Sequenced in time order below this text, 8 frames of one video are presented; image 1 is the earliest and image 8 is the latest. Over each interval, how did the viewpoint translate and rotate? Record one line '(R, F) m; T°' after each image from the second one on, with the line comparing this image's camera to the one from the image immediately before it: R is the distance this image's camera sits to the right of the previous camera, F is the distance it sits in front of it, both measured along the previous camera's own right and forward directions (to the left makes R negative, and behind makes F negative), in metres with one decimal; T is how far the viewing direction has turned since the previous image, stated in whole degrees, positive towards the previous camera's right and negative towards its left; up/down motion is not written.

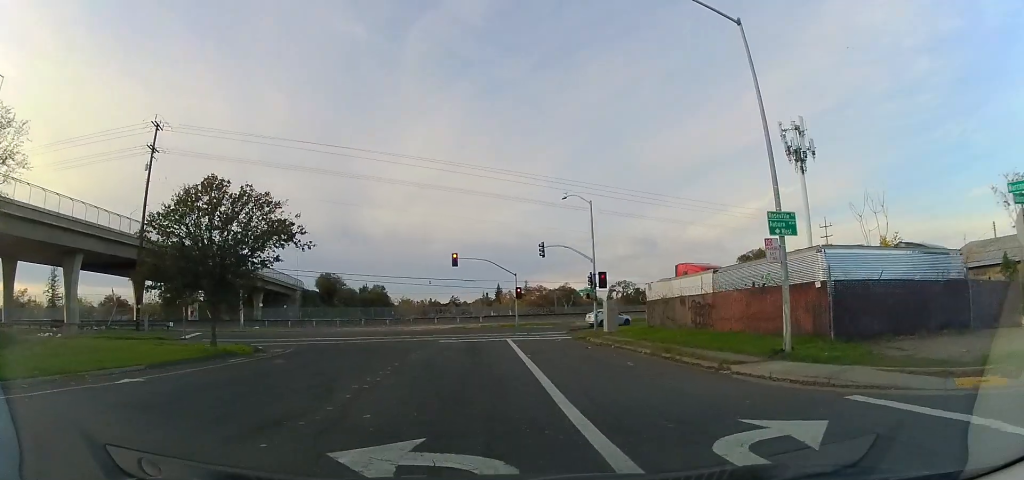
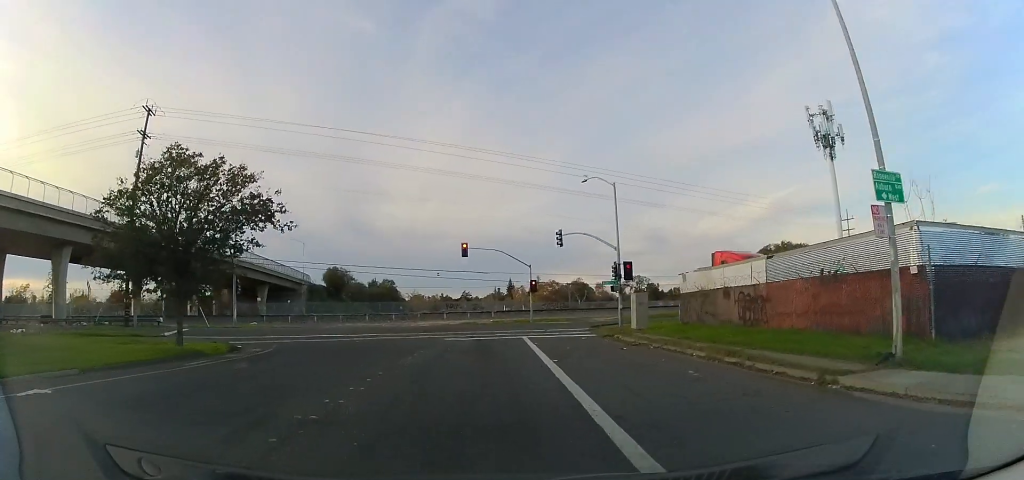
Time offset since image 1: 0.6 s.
(-0.1, +4.0) m; -1°
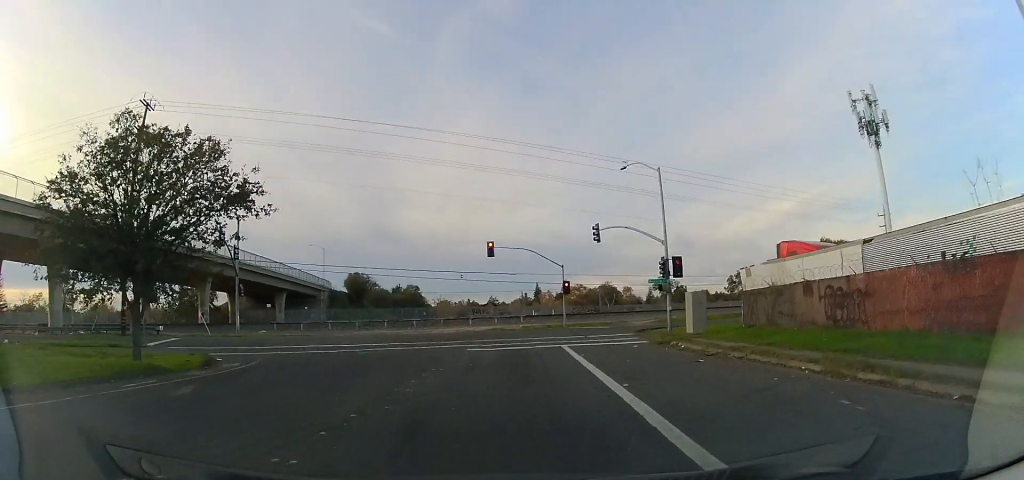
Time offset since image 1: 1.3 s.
(-0.1, +4.7) m; +1°
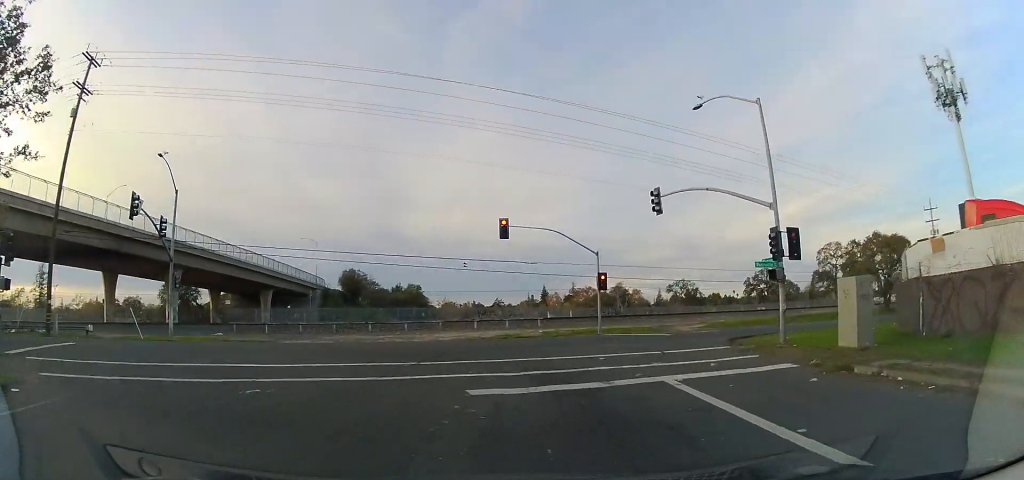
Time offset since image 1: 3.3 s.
(-0.1, +12.2) m; -3°
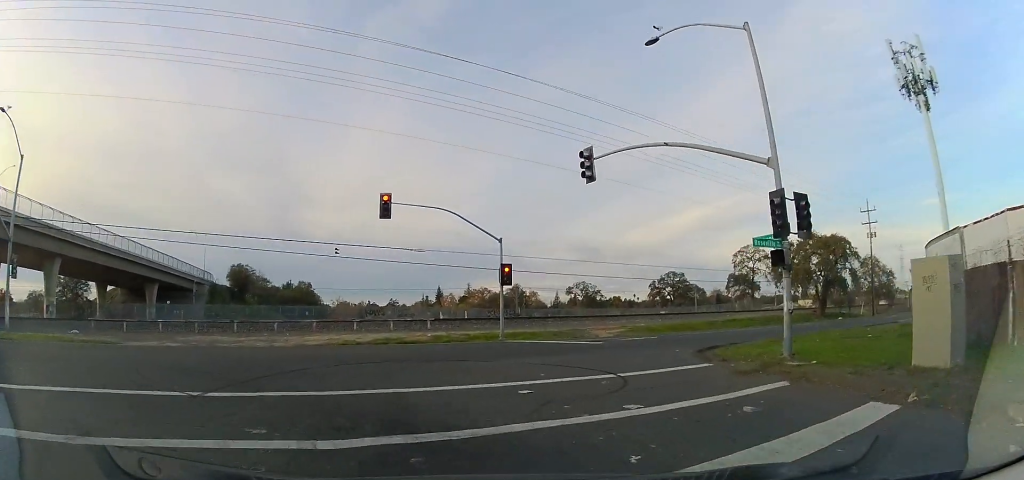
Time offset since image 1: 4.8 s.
(+0.5, +7.6) m; +13°
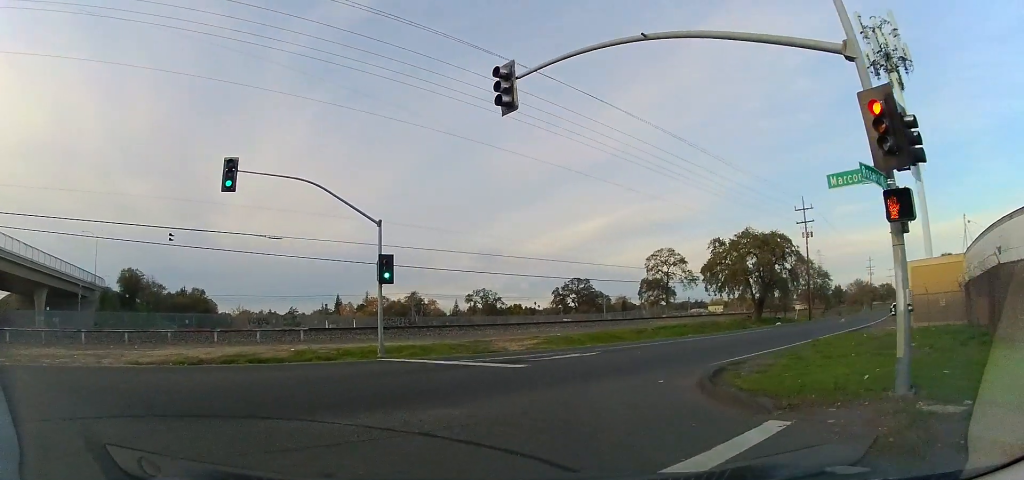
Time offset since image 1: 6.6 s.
(+0.7, +8.1) m; +14°
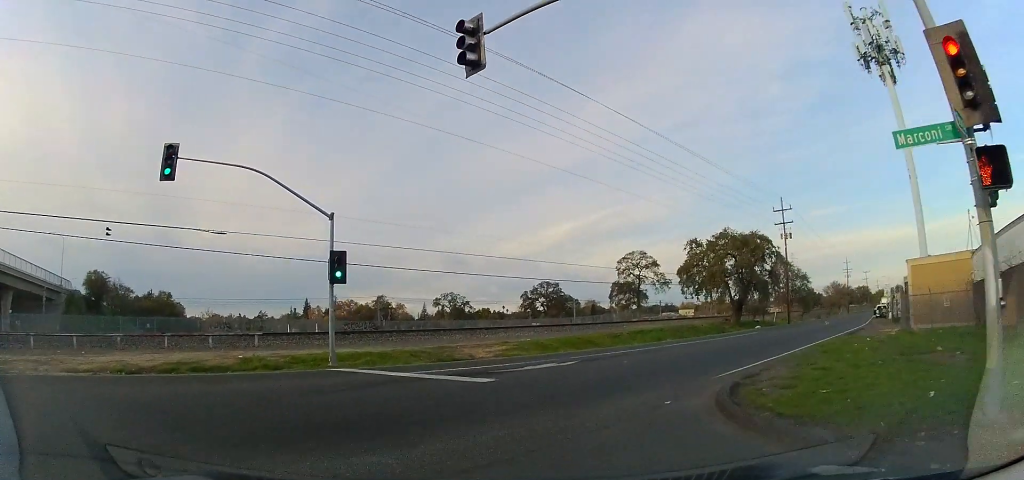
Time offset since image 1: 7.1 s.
(+0.1, +2.2) m; +4°
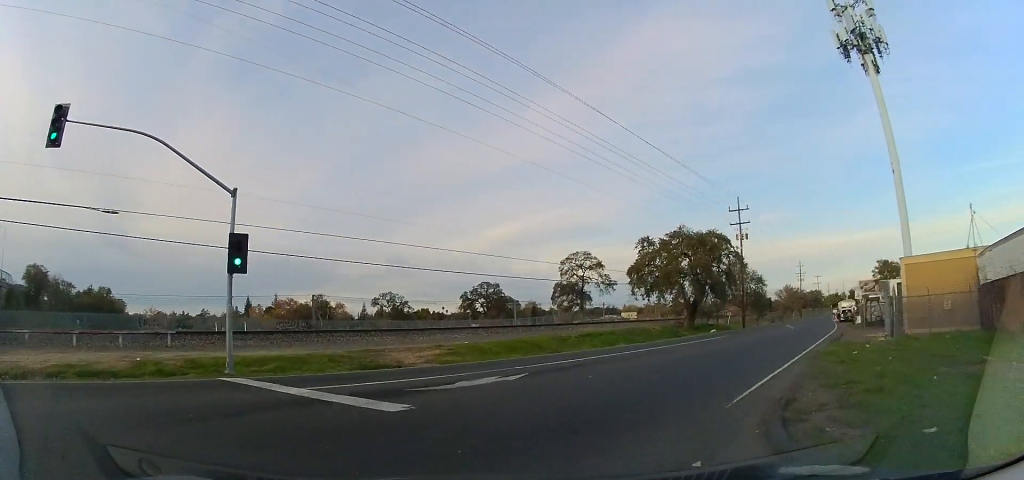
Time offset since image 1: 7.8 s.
(+0.2, +3.2) m; +4°
